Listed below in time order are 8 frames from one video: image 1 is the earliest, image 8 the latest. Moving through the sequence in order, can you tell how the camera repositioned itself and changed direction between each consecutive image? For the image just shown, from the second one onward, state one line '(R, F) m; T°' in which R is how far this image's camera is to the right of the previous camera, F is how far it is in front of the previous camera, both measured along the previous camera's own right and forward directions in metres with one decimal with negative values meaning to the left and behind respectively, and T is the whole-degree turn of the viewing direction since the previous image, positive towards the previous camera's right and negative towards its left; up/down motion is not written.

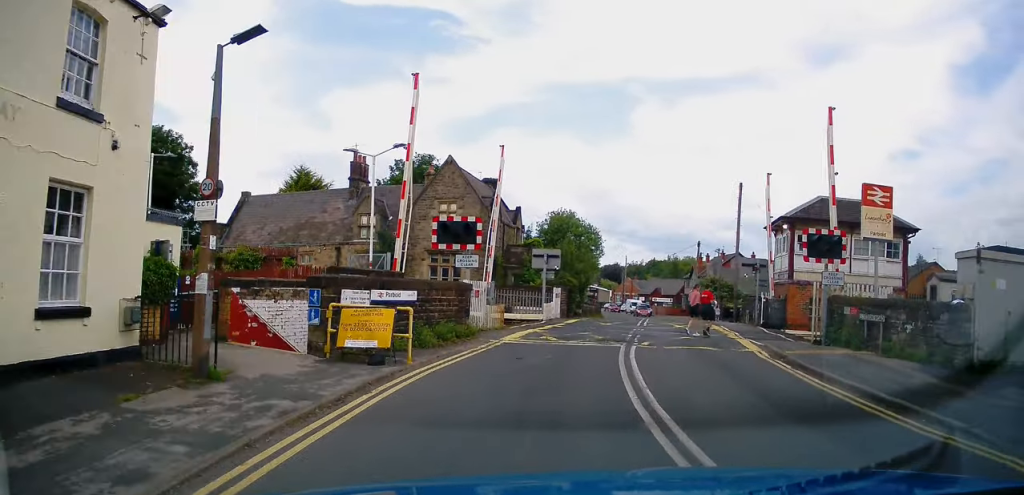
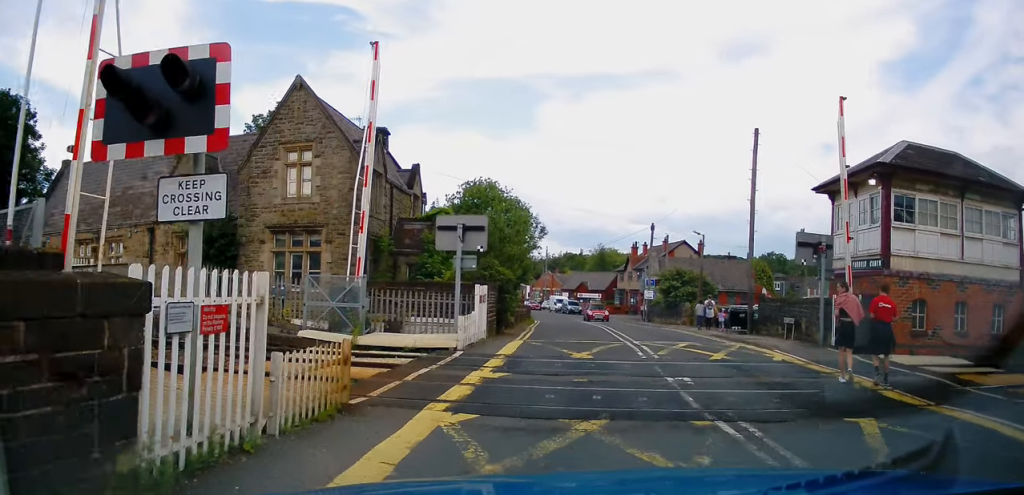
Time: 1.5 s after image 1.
(+0.8, +12.1) m; +9°
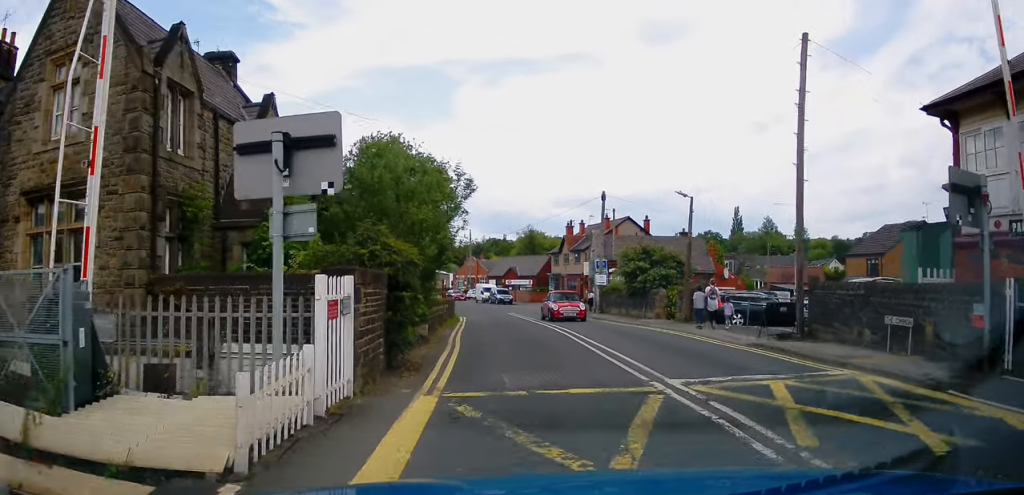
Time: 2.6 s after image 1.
(+0.6, +8.9) m; +5°
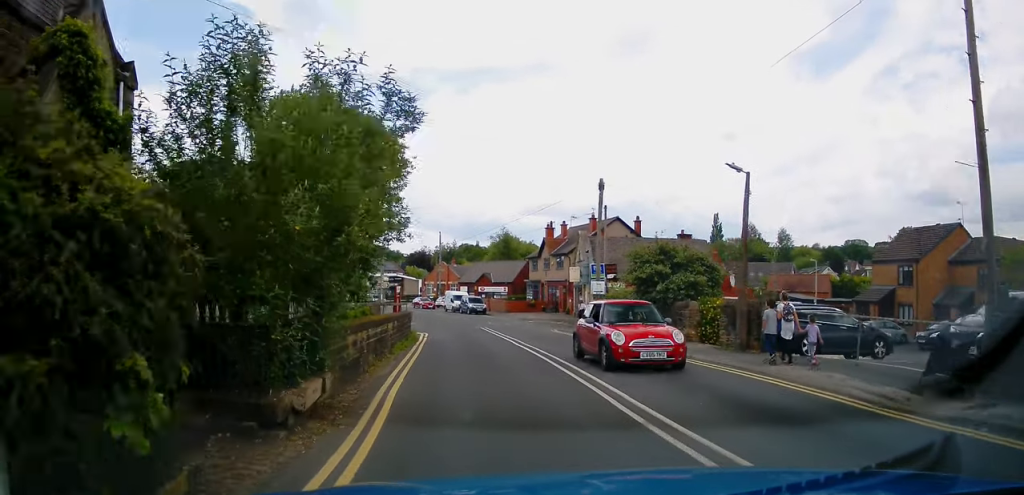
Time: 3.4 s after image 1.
(0.0, +7.4) m; +1°
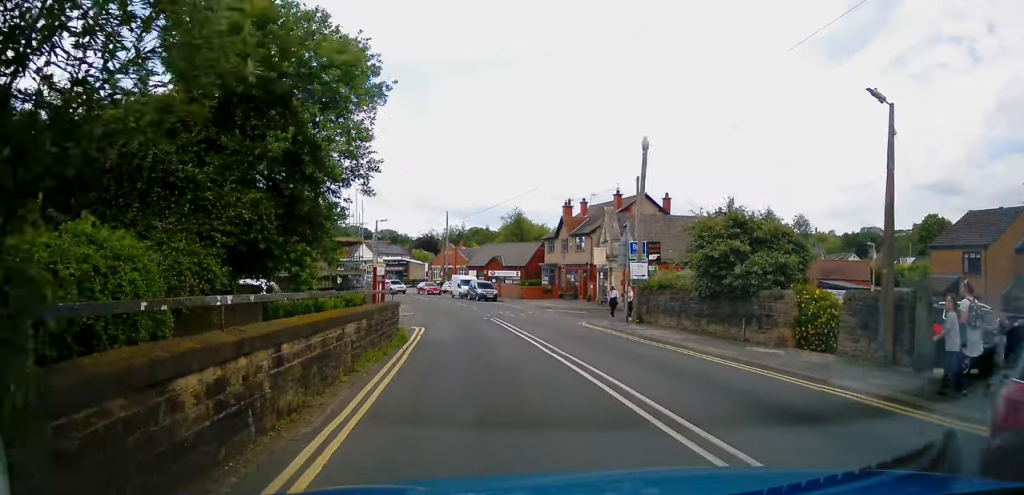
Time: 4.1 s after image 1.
(0.0, +6.1) m; +1°
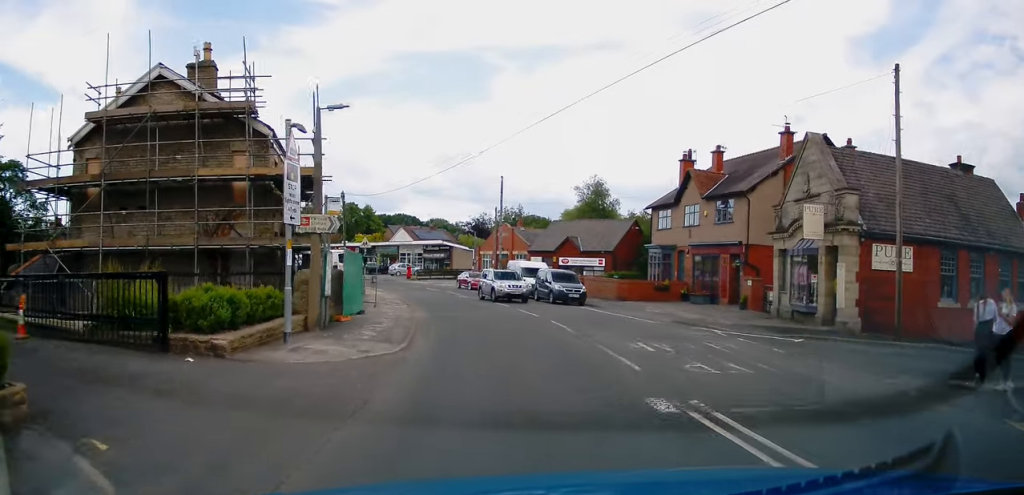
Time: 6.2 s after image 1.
(-0.1, +20.8) m; -4°
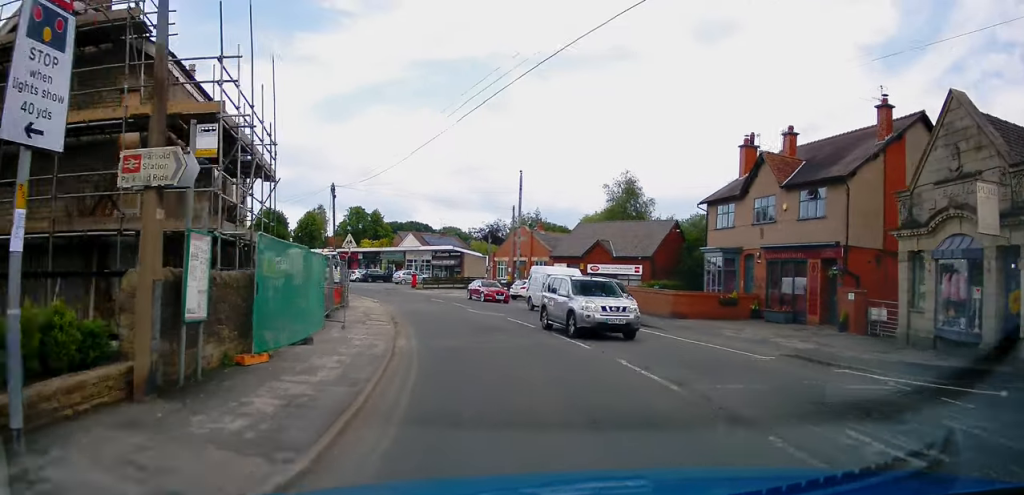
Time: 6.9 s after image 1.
(-0.2, +7.6) m; -3°
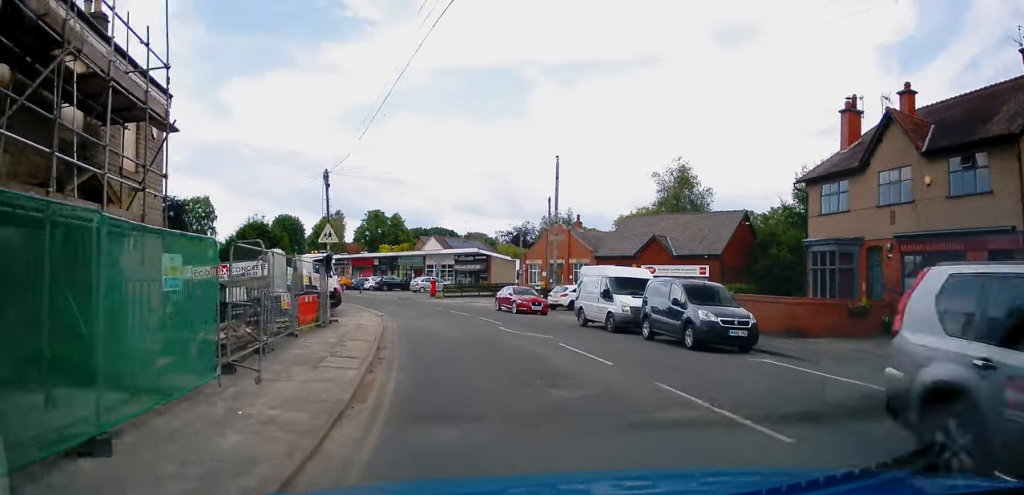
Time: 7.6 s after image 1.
(-0.1, +7.9) m; -2°
